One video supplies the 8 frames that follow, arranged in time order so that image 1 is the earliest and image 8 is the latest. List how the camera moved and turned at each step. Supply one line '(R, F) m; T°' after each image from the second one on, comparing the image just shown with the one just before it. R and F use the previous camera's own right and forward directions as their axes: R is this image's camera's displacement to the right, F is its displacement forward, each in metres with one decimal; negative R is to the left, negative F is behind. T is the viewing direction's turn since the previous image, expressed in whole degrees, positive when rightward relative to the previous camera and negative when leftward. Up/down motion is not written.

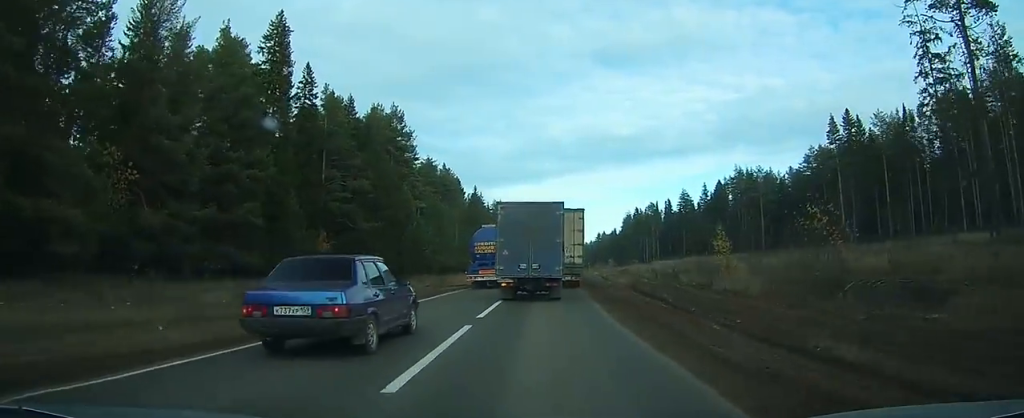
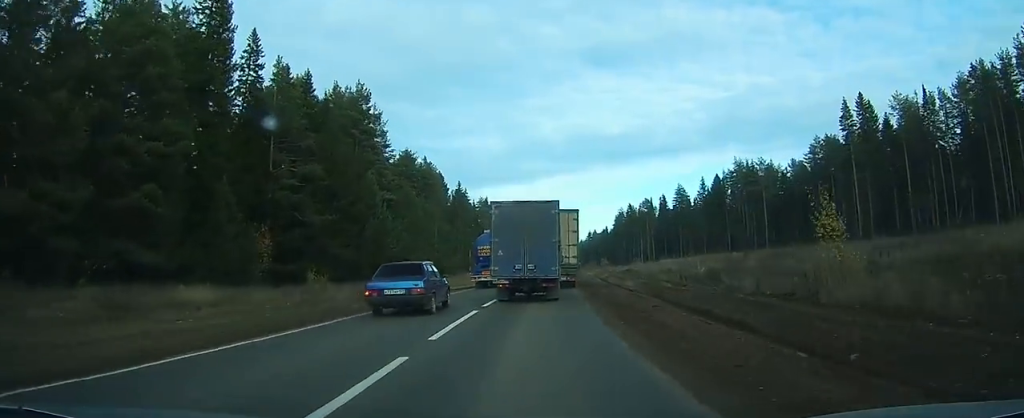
(+0.2, +12.3) m; +1°
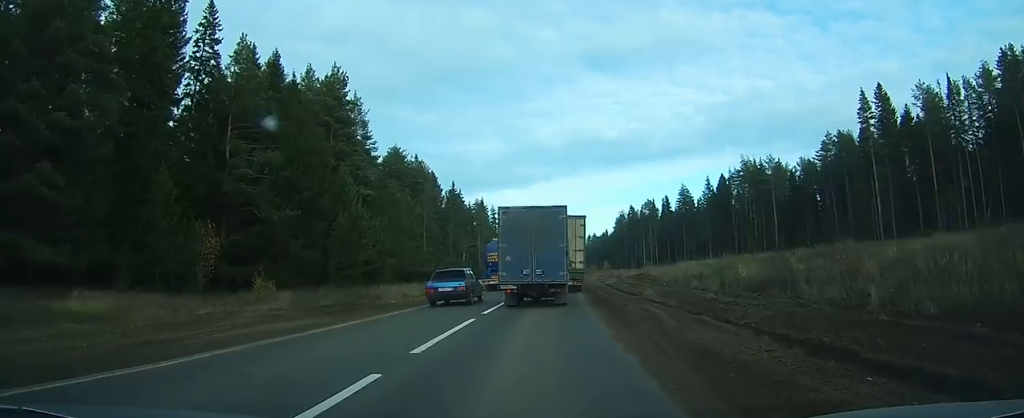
(+0.1, +9.4) m; +1°
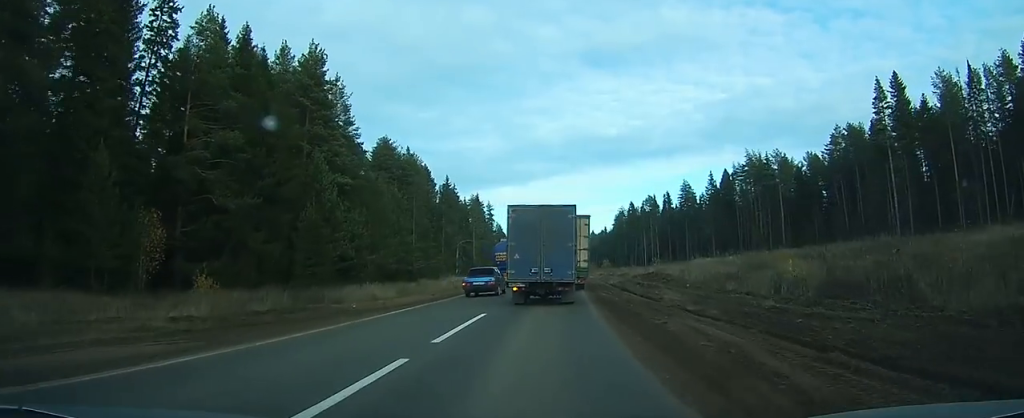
(+0.1, +7.2) m; 0°
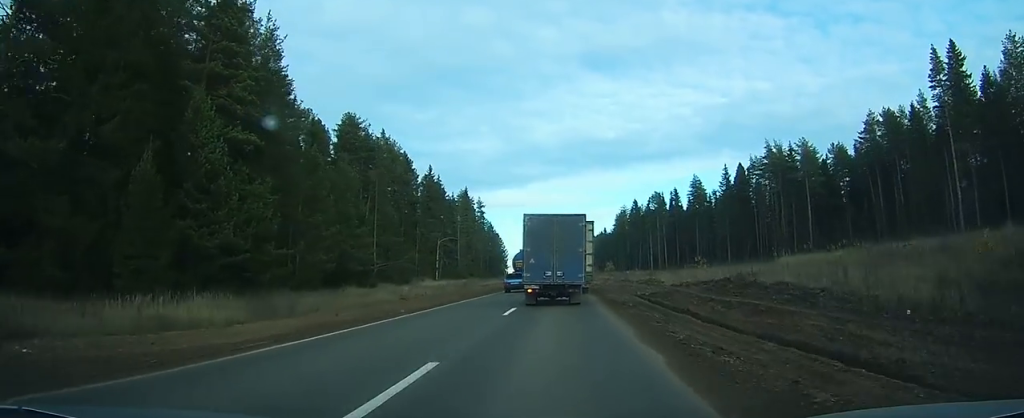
(0.0, +20.7) m; 0°
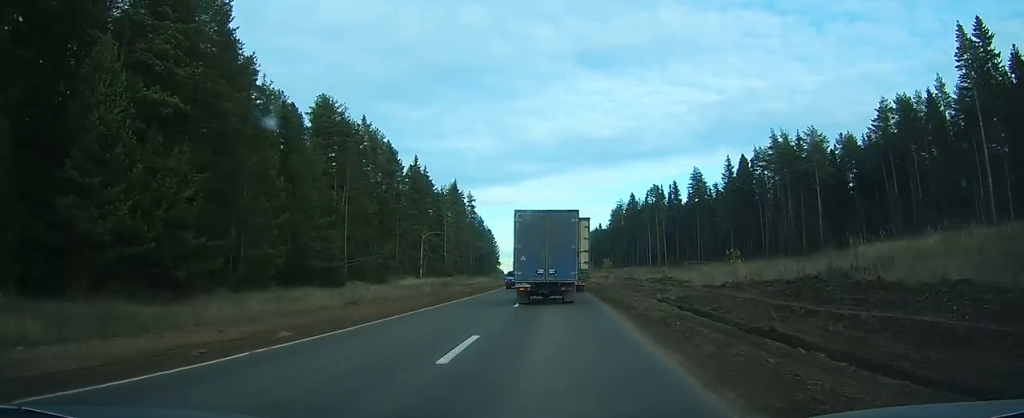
(+0.1, +8.7) m; 0°
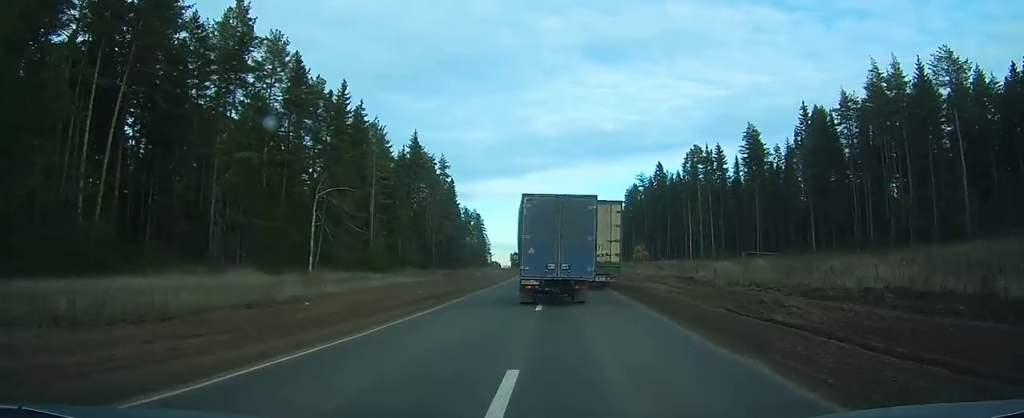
(+0.9, +49.1) m; +2°
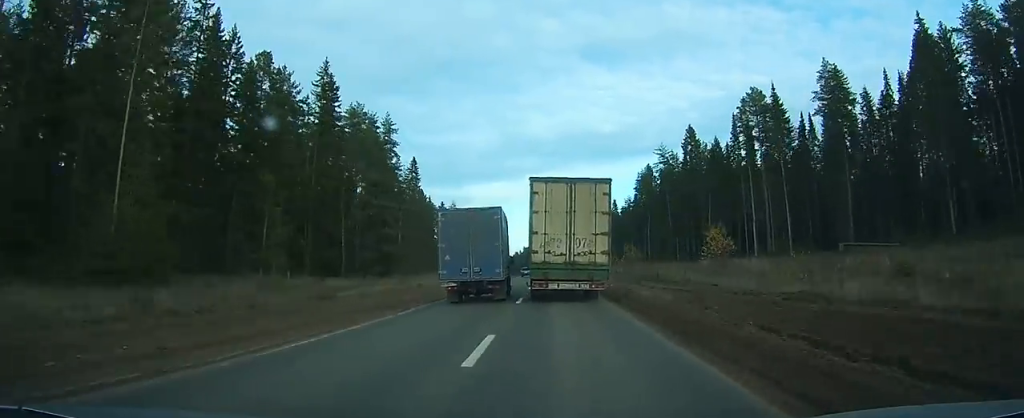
(+0.5, +42.7) m; +1°
